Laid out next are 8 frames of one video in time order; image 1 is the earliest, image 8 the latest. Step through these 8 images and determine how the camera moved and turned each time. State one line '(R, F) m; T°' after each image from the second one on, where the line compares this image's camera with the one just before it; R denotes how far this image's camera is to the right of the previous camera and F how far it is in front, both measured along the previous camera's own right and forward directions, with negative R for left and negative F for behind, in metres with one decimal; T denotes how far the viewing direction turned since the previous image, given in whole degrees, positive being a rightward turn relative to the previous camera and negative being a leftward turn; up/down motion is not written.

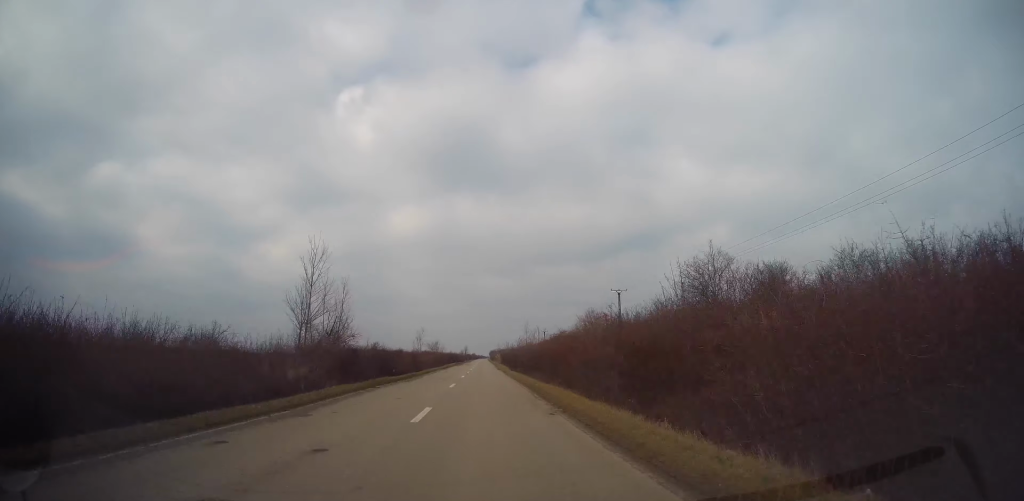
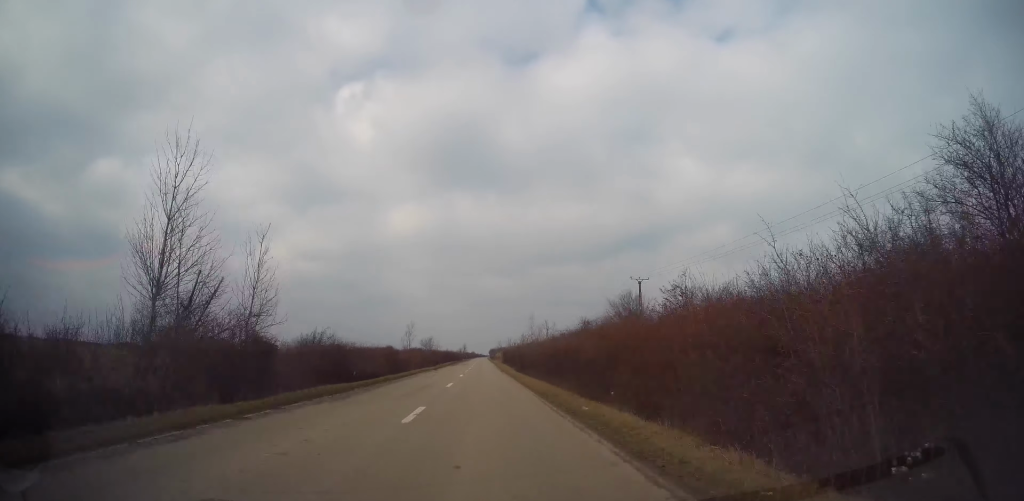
(0.0, +12.3) m; 0°
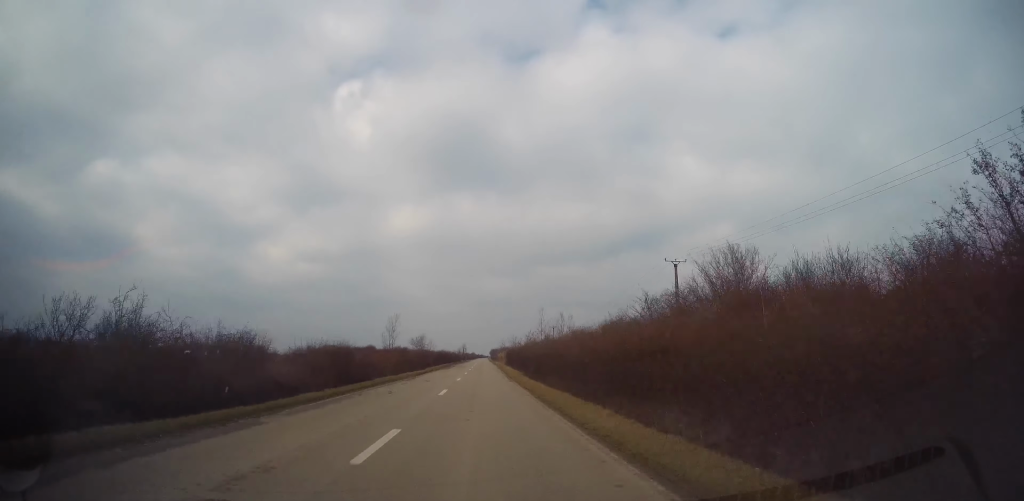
(0.0, +15.0) m; 0°
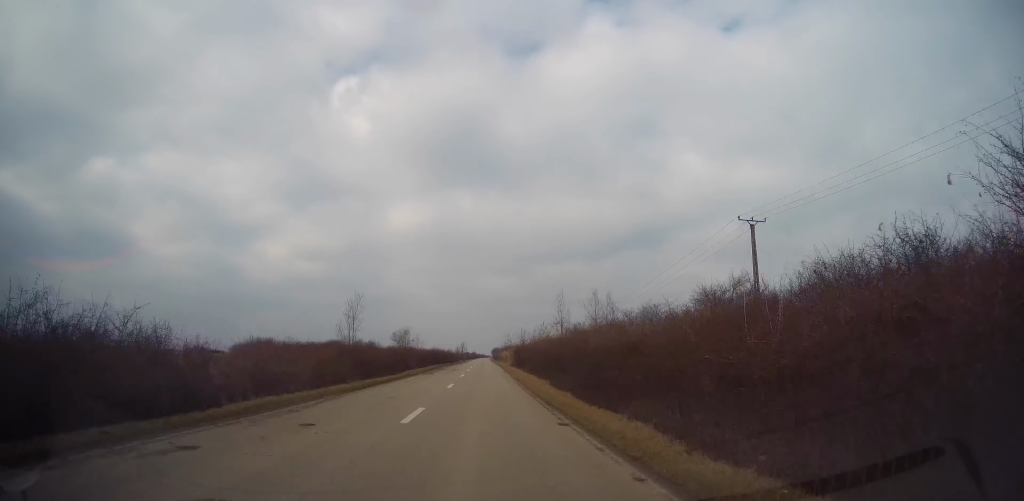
(+0.1, +19.4) m; 0°
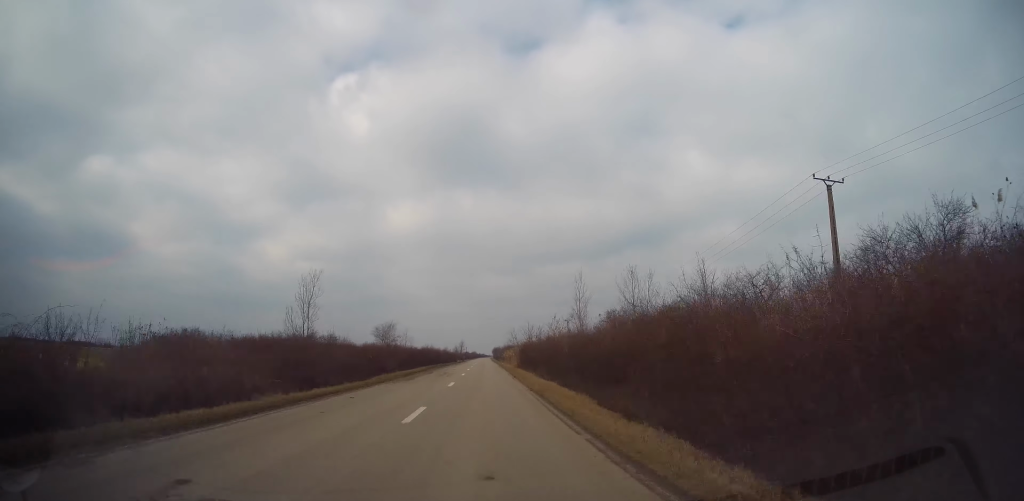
(0.0, +11.6) m; 0°
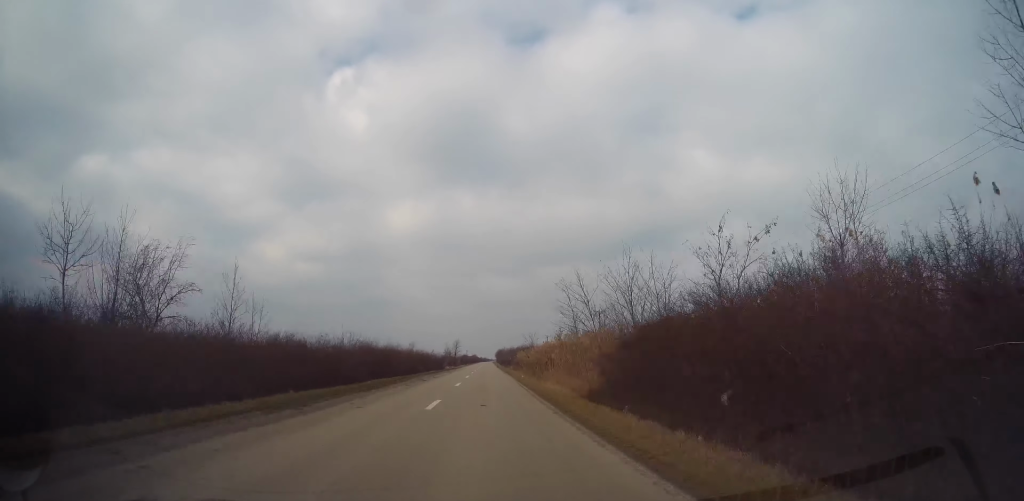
(-0.2, +44.0) m; 0°
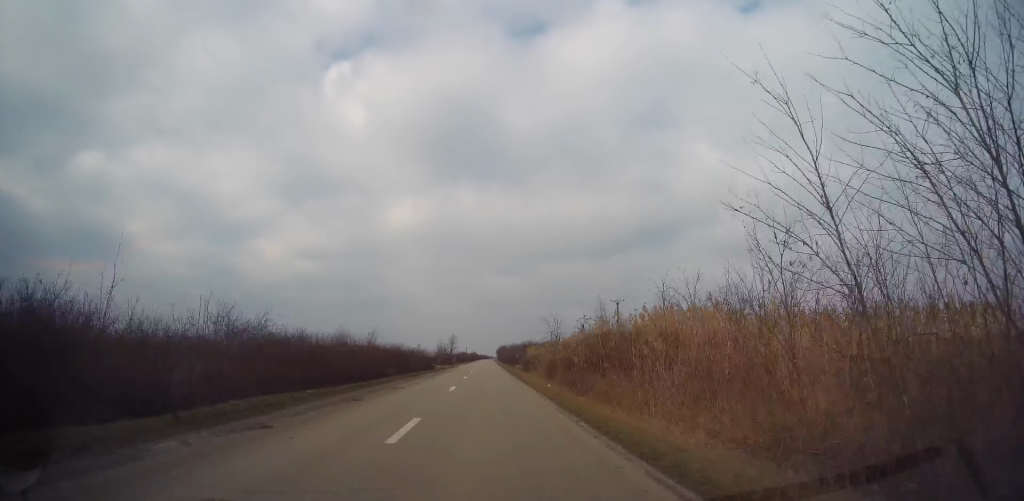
(0.0, +16.9) m; 0°
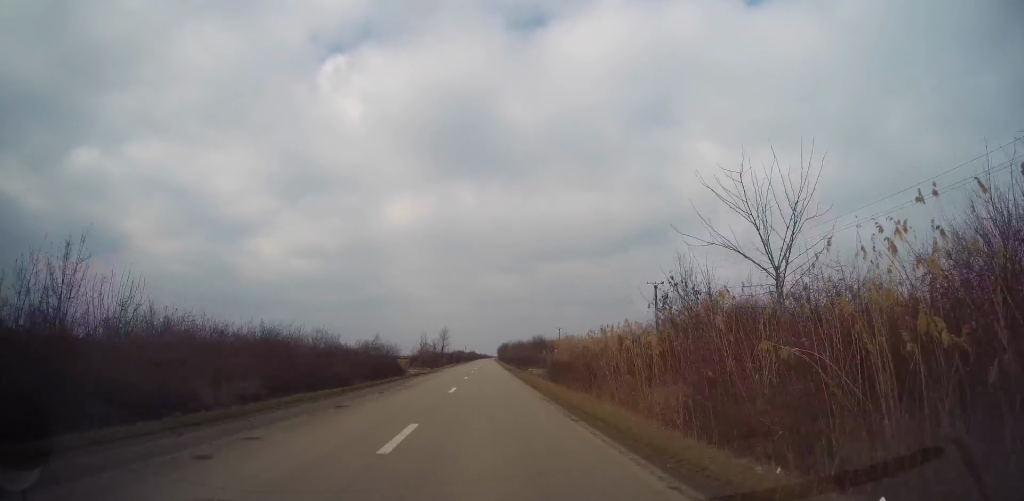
(0.0, +24.0) m; 0°
